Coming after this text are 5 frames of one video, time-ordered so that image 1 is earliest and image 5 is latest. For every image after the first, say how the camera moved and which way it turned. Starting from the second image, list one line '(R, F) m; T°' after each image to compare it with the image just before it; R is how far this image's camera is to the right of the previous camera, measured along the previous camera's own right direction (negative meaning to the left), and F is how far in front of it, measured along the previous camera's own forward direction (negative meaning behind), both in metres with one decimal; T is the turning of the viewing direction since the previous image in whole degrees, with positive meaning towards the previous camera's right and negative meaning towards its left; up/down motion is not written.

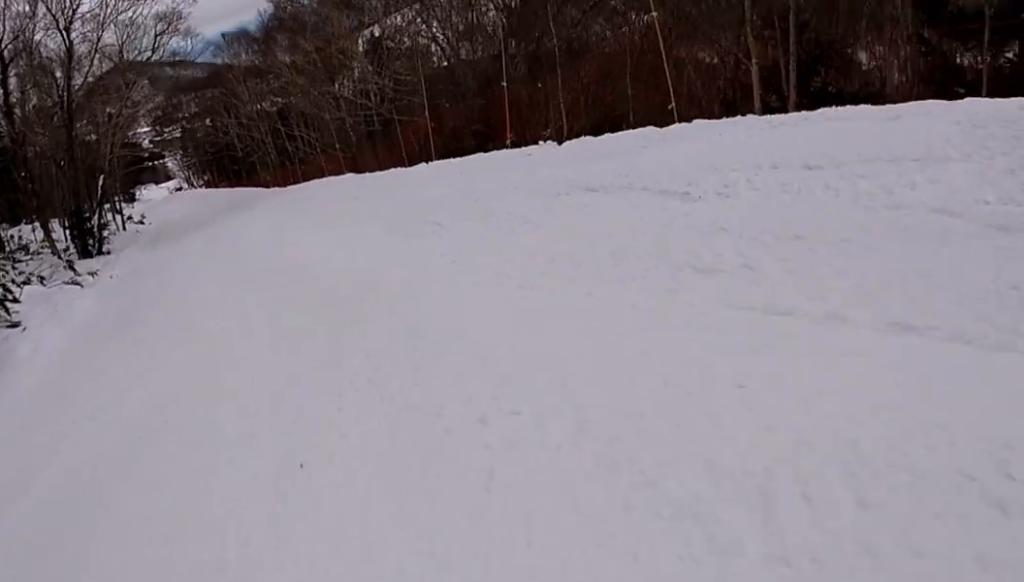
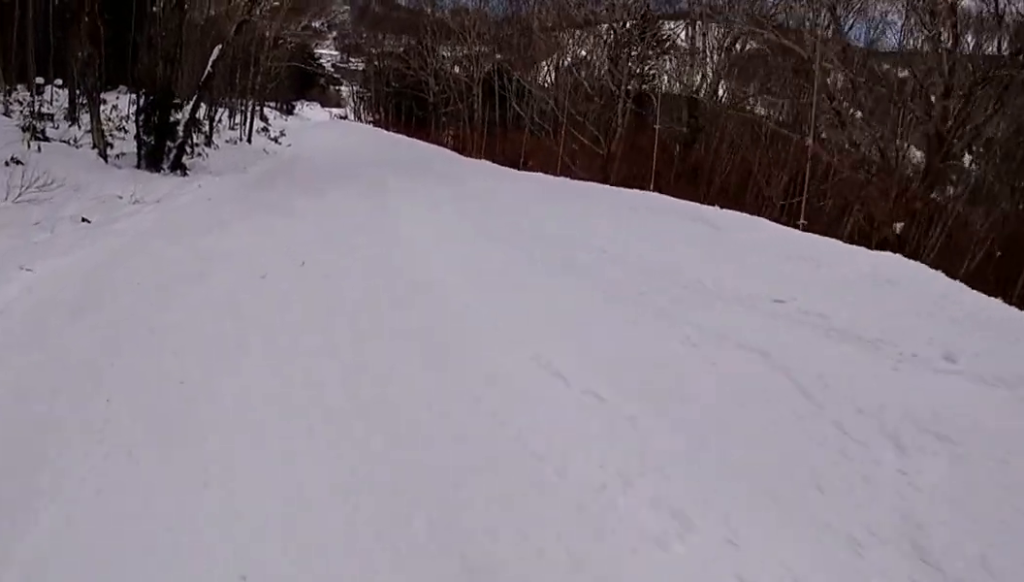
(+1.2, +16.9) m; +4°
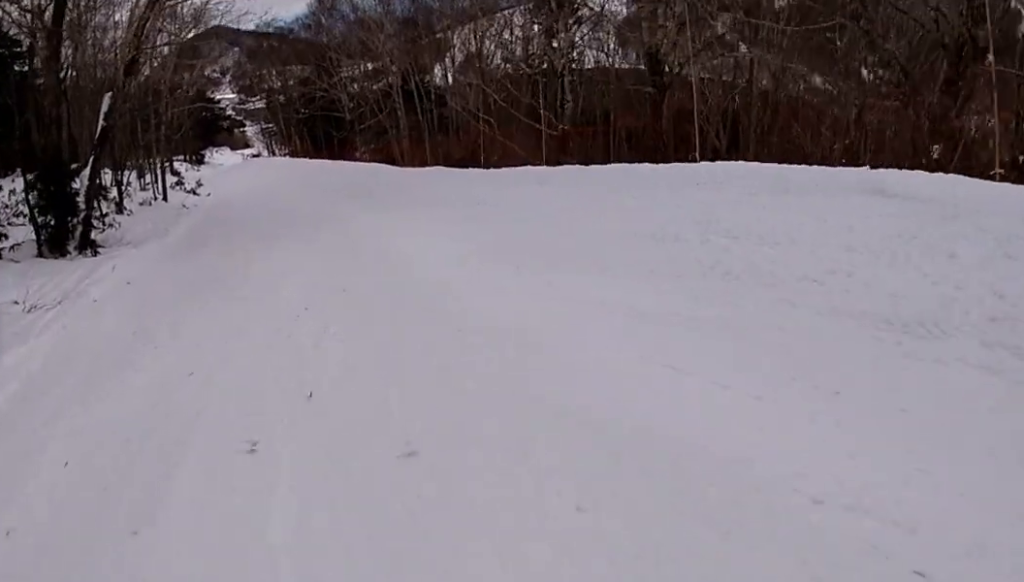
(0.0, +3.6) m; 0°
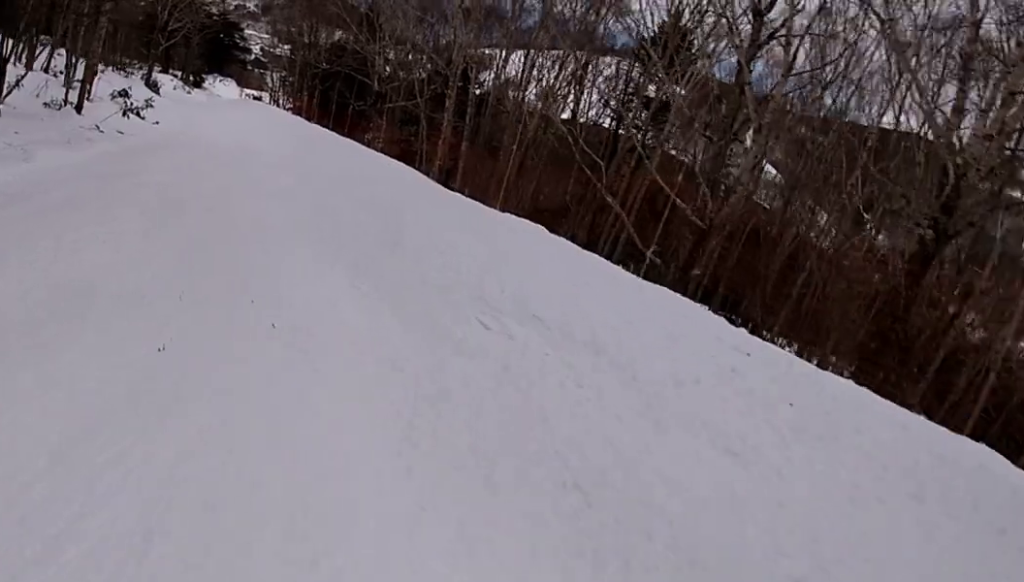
(+0.3, +11.5) m; +1°
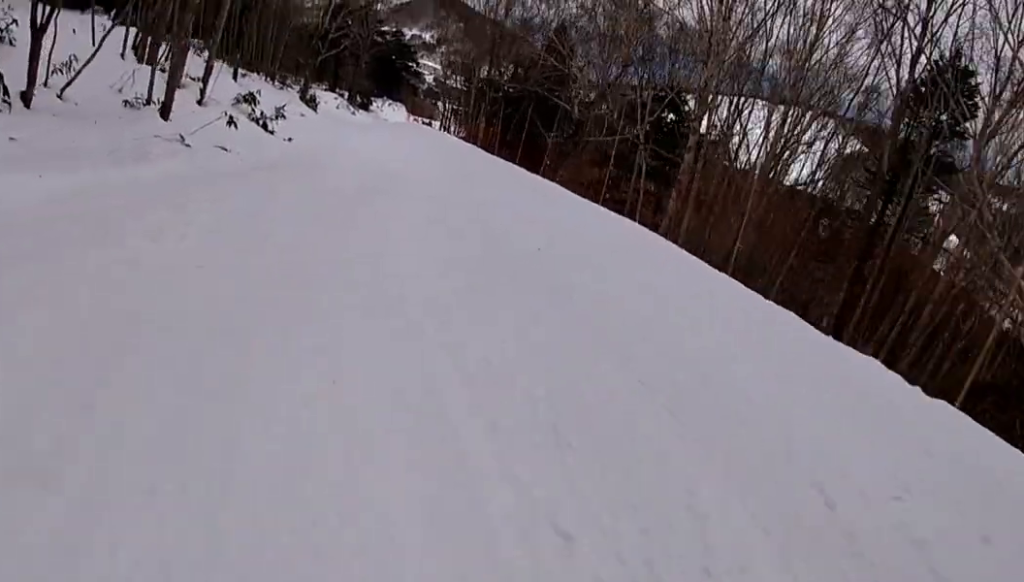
(-0.1, +8.3) m; -3°
